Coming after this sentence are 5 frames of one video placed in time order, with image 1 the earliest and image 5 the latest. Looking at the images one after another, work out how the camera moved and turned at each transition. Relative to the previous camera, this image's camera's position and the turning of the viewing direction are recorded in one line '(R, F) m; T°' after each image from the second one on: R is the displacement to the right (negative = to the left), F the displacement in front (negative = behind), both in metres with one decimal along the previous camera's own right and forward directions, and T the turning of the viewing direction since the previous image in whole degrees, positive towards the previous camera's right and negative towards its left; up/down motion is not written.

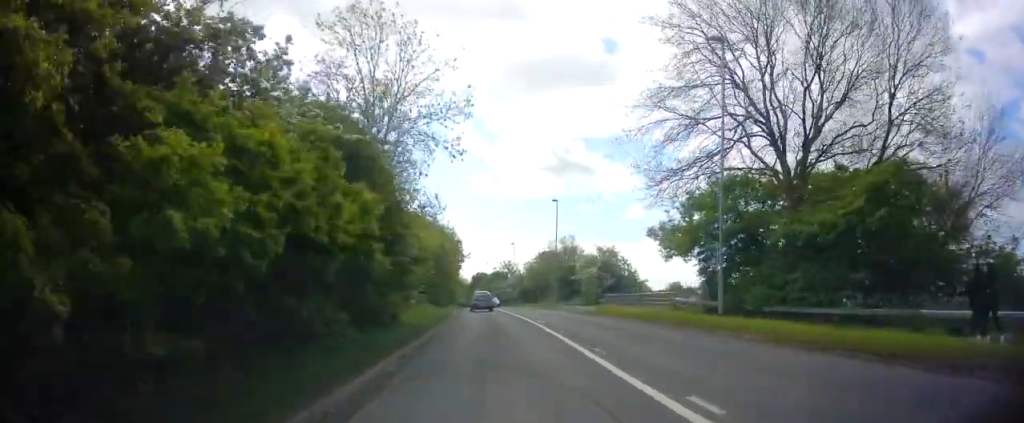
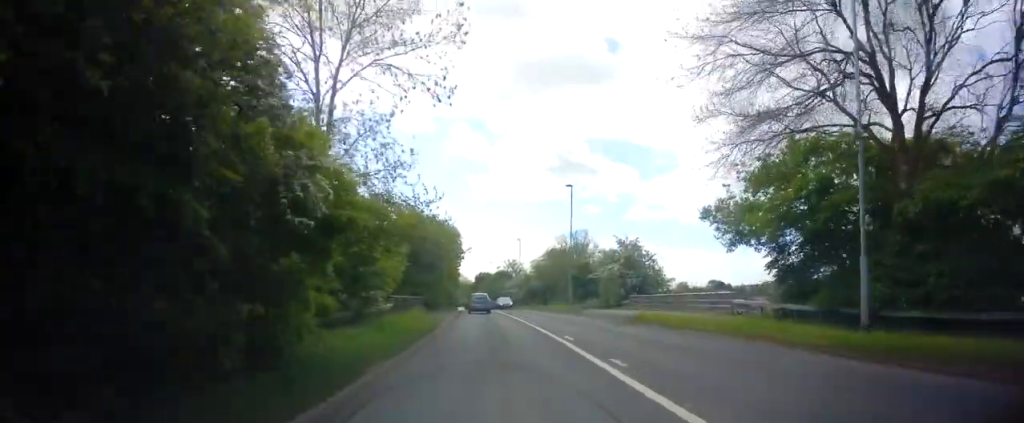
(-0.1, +7.9) m; +1°
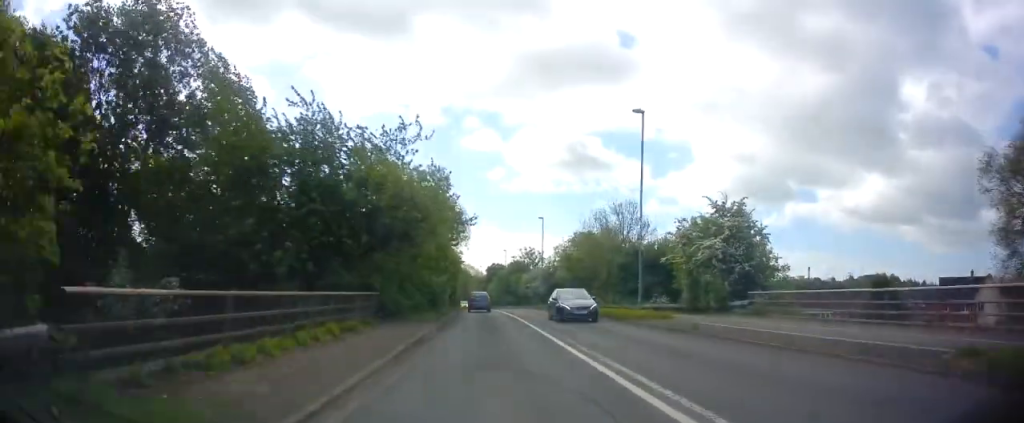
(+0.6, +19.3) m; 0°
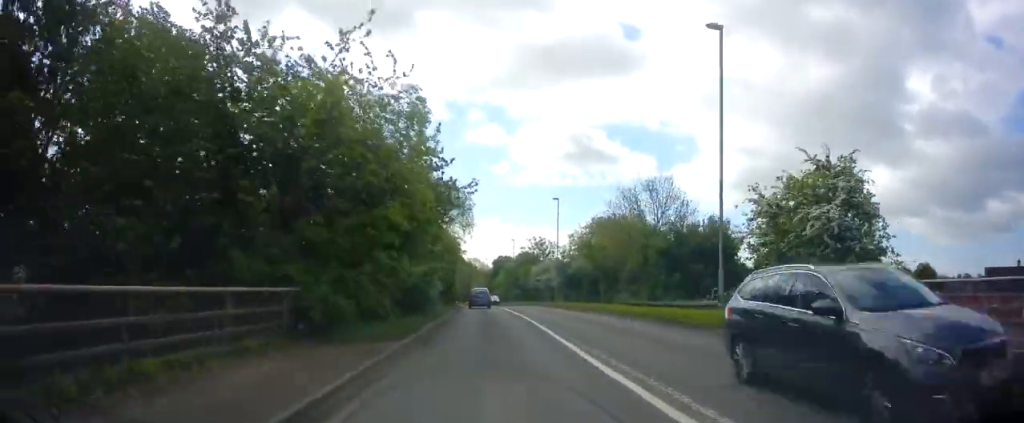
(-0.4, +9.6) m; -2°
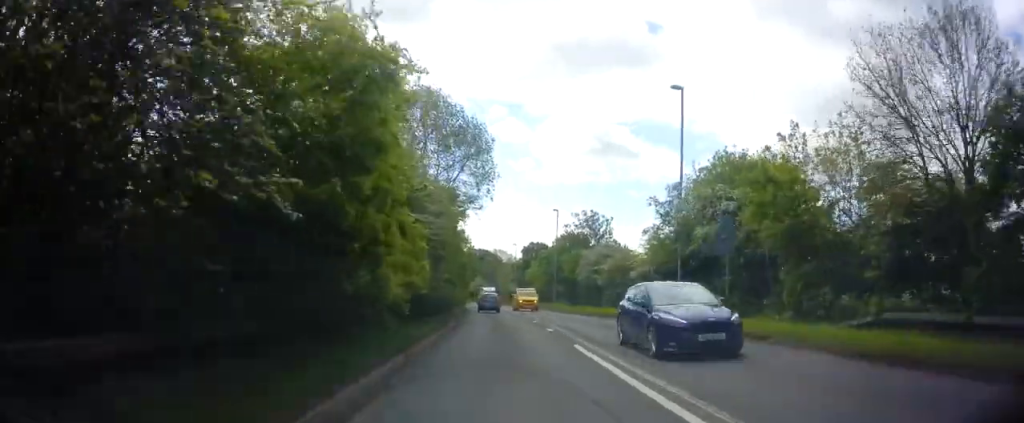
(-1.0, +31.0) m; -3°
